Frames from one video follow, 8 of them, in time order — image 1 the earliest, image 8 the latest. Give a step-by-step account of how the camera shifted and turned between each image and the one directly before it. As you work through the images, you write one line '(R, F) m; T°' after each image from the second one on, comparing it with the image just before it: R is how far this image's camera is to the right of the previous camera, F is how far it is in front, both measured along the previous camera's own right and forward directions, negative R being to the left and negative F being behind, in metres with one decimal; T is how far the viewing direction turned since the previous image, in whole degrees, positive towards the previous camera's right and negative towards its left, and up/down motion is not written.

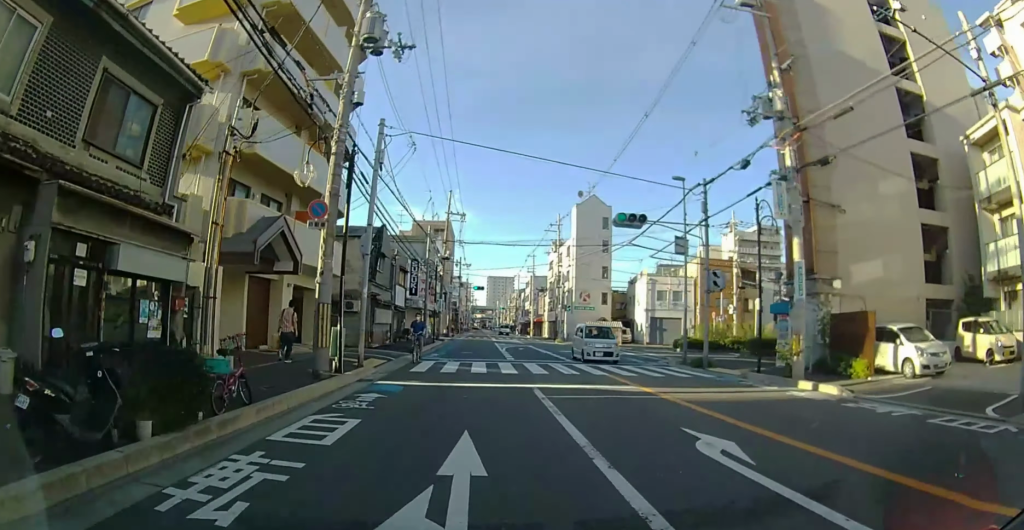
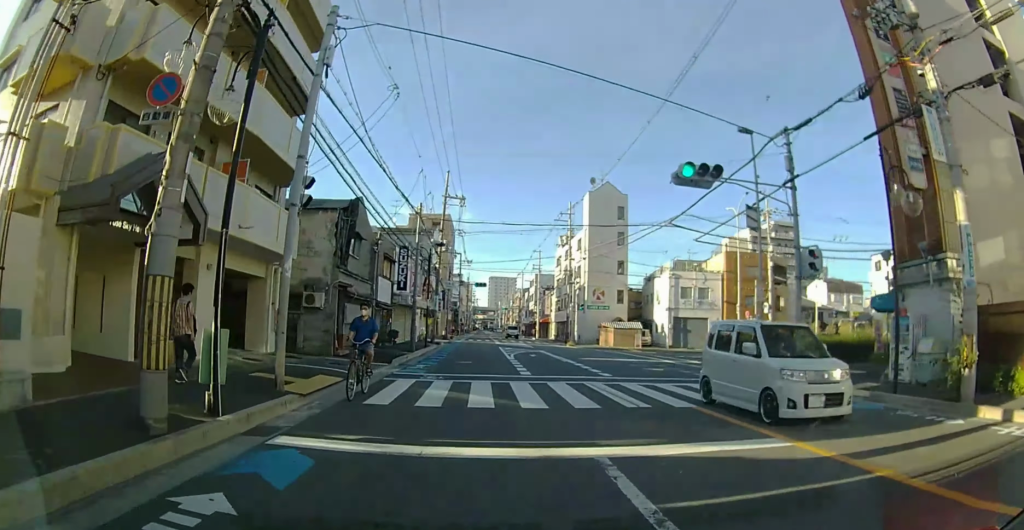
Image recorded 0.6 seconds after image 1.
(+0.1, +6.3) m; +2°
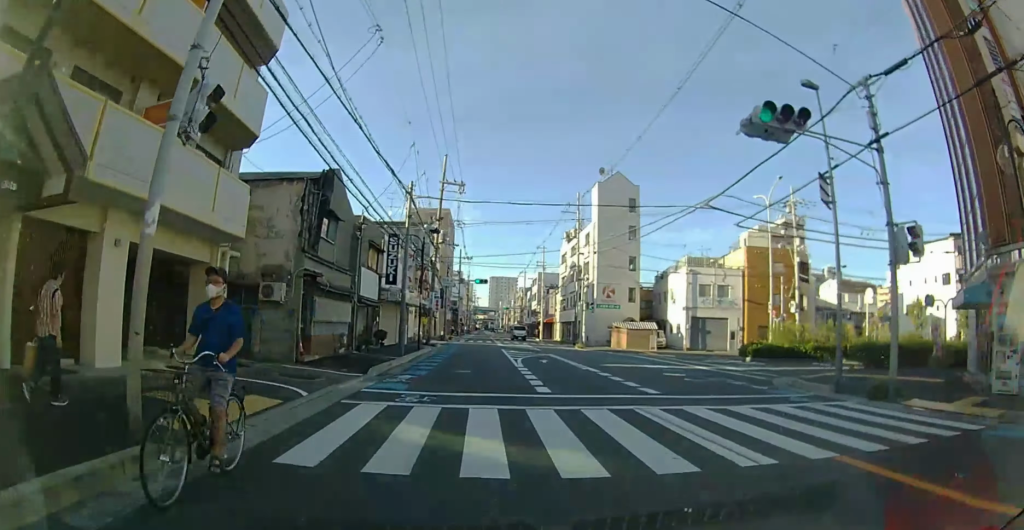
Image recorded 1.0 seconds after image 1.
(+0.1, +4.1) m; 0°
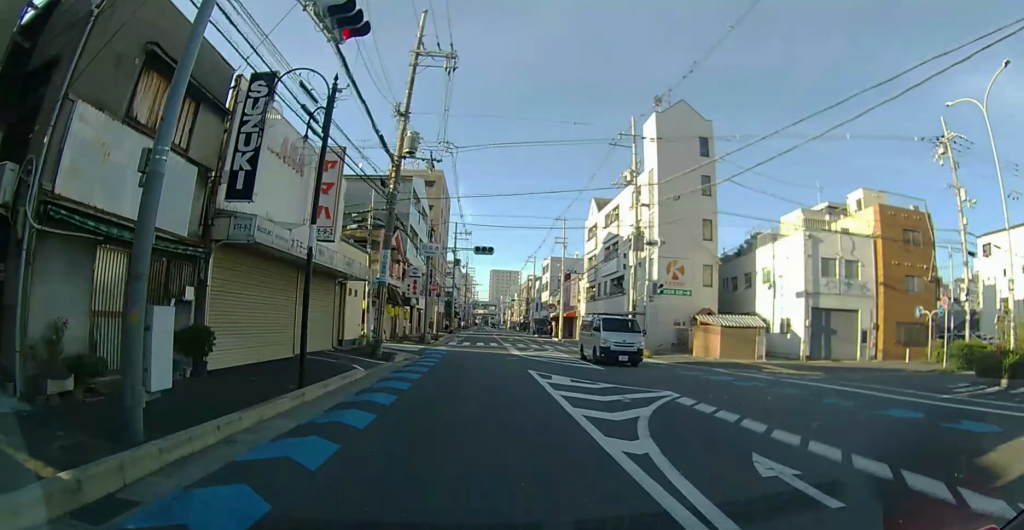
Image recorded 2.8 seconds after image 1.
(0.0, +18.3) m; -1°
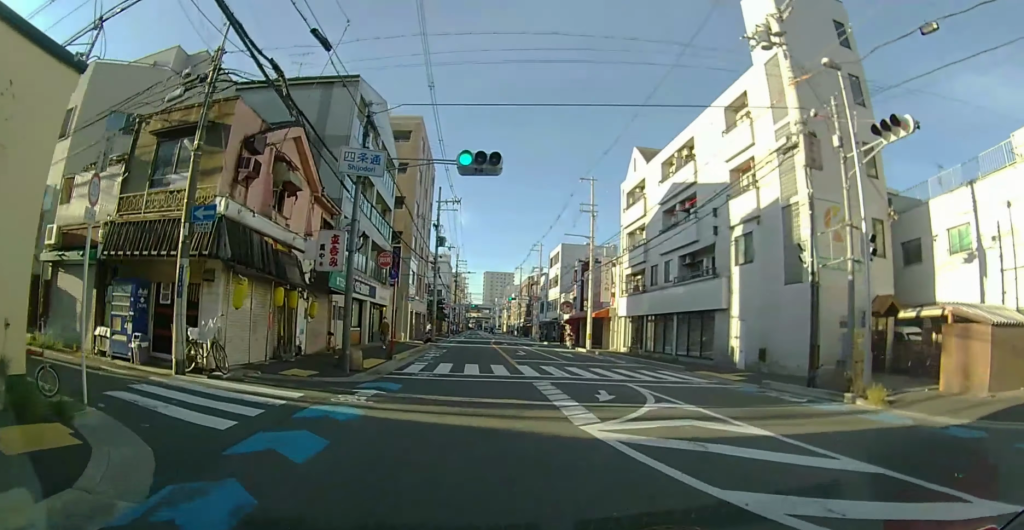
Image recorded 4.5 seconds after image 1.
(0.0, +18.2) m; 0°
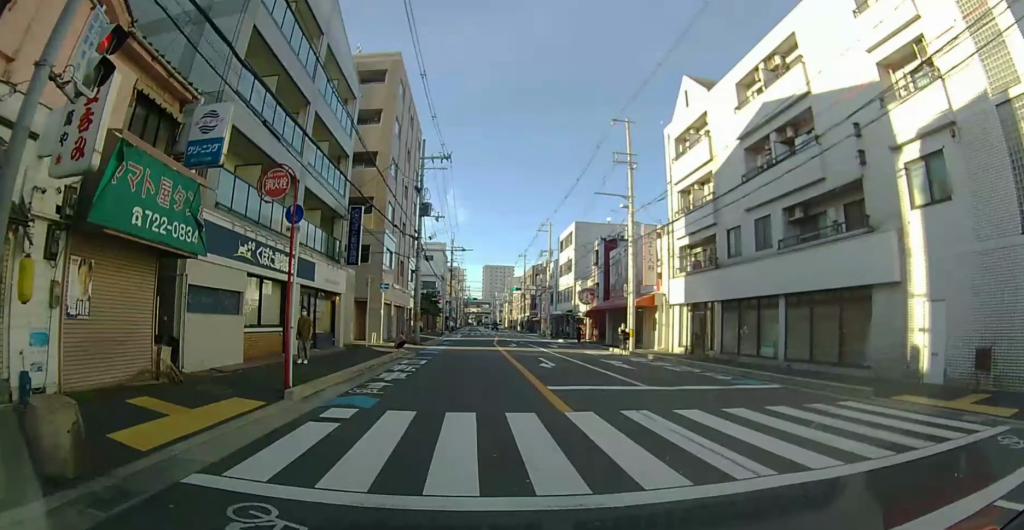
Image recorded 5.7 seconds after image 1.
(0.0, +11.2) m; 0°
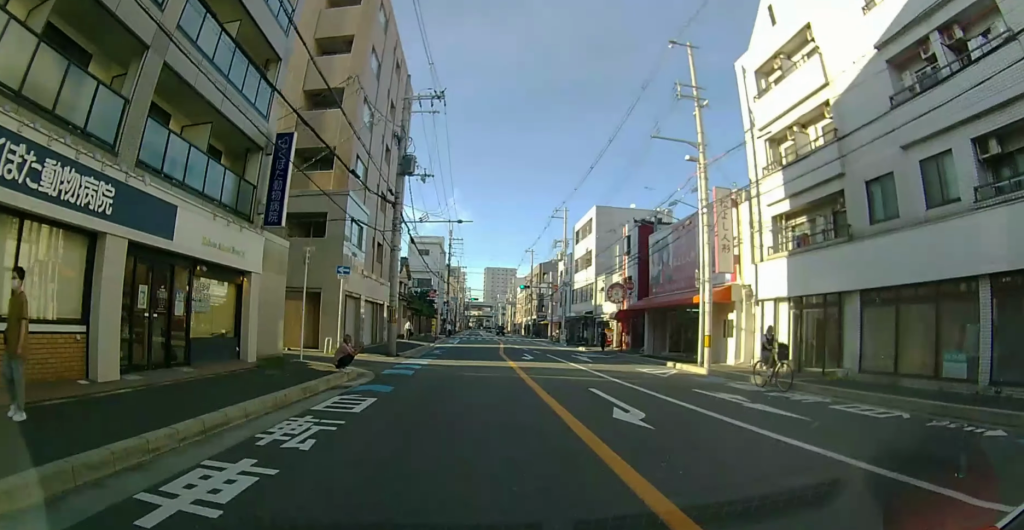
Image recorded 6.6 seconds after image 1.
(0.0, +9.4) m; +1°
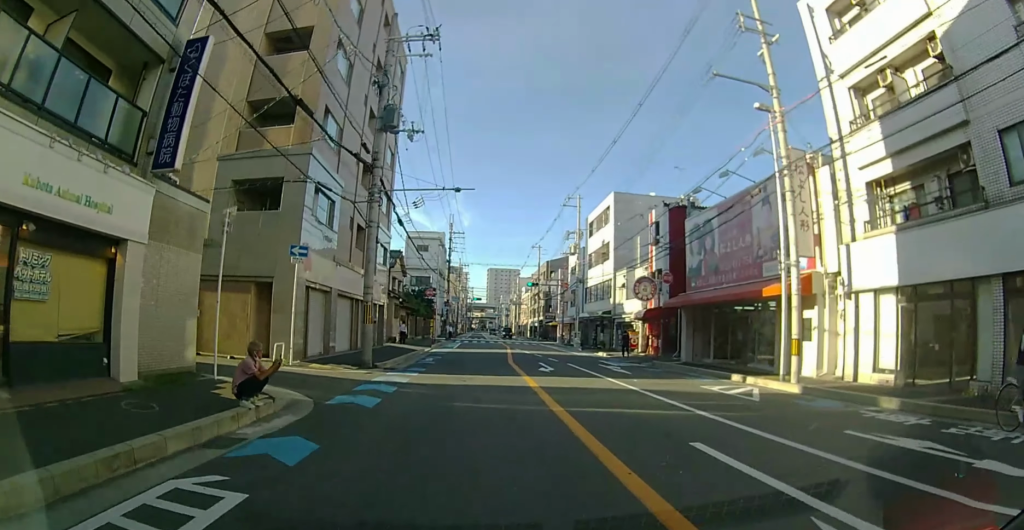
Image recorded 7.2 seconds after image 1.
(+0.1, +5.8) m; 0°
